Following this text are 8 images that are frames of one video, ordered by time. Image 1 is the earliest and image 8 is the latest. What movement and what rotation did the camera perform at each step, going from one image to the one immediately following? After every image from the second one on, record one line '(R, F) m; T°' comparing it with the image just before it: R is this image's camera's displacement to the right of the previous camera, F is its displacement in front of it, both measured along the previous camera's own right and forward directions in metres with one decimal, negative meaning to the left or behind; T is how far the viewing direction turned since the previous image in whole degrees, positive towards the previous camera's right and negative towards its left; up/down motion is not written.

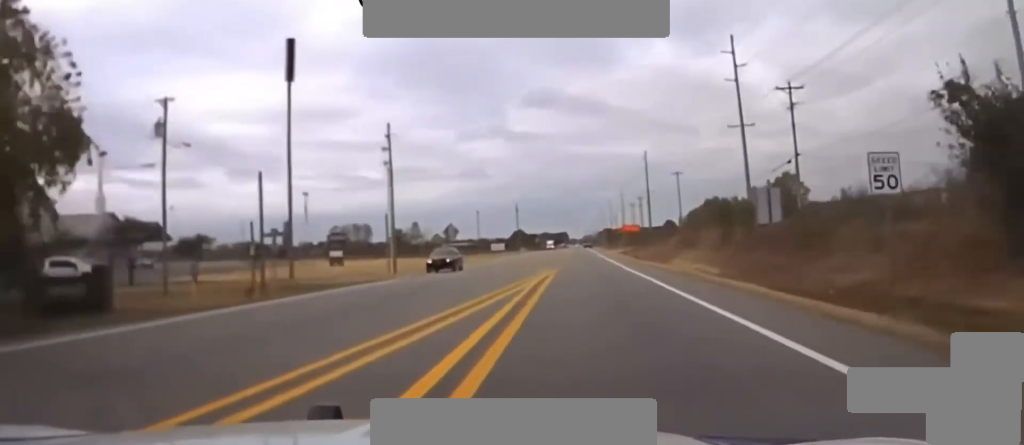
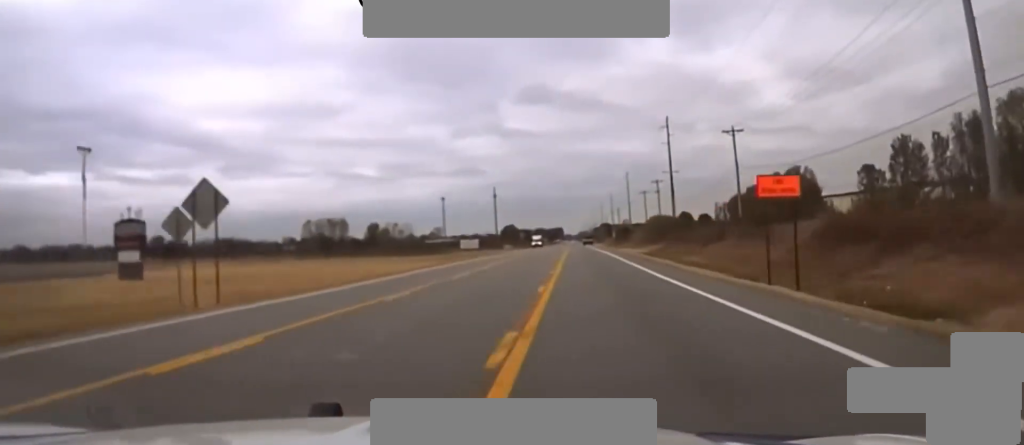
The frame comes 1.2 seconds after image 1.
(+0.5, +57.9) m; 0°
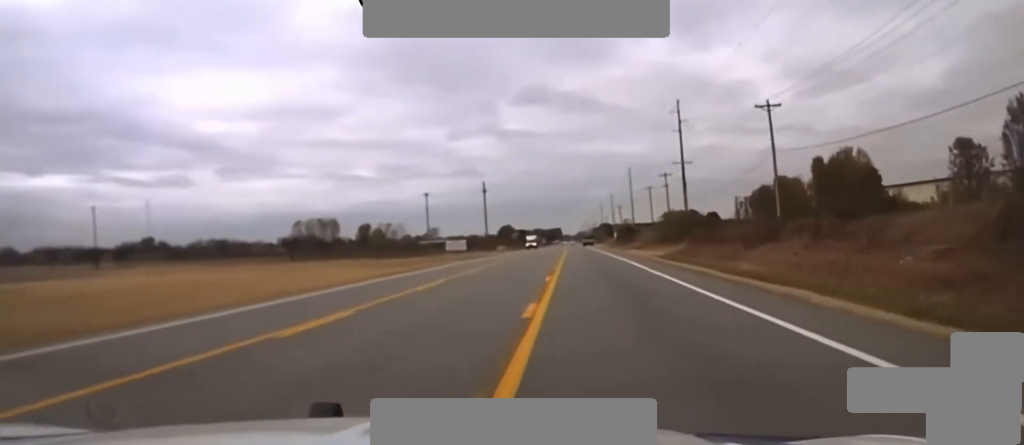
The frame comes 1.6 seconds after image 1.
(+0.1, +19.5) m; 0°
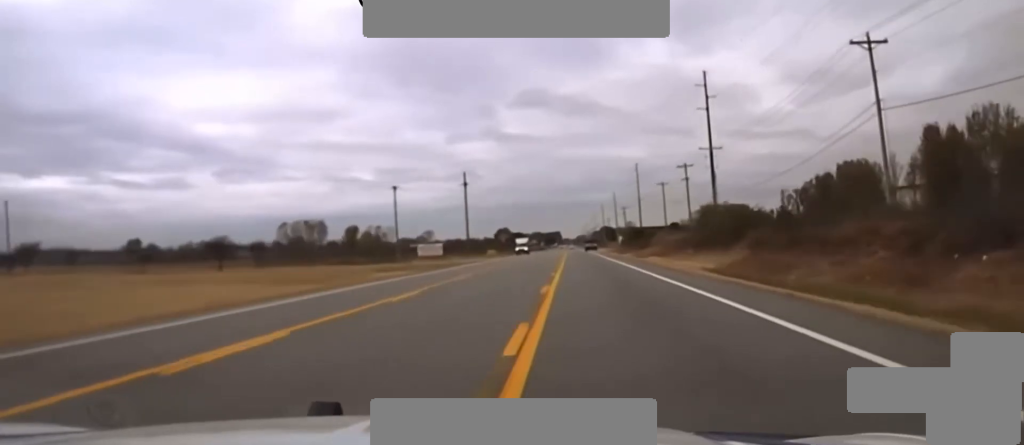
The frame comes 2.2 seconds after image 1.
(-0.3, +31.1) m; 0°
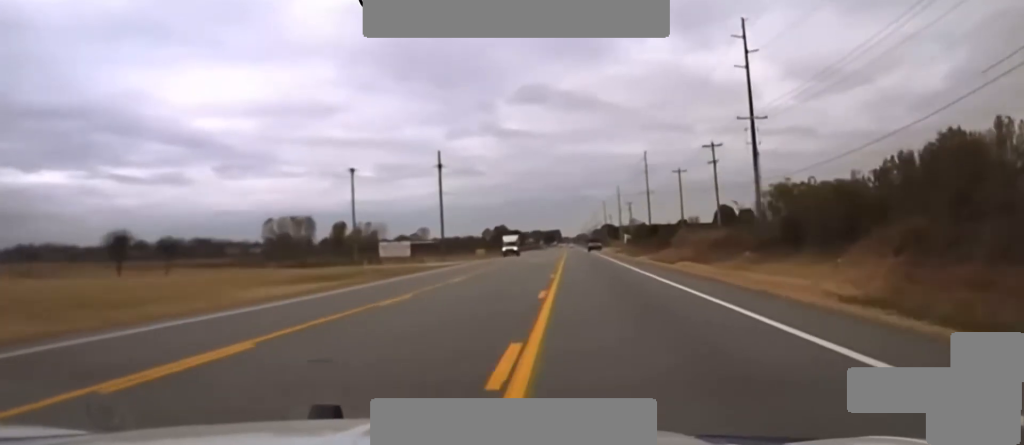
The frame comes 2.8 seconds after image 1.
(-0.1, +28.5) m; 0°
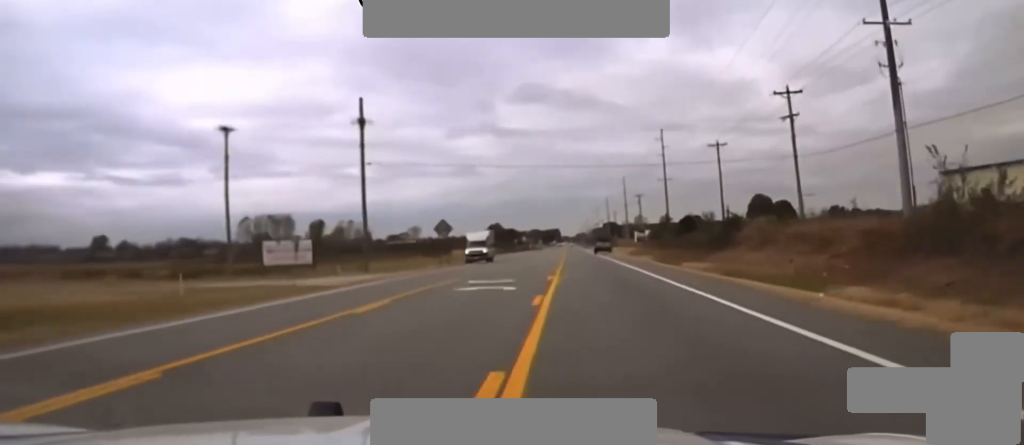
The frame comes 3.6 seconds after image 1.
(+0.2, +45.4) m; 0°
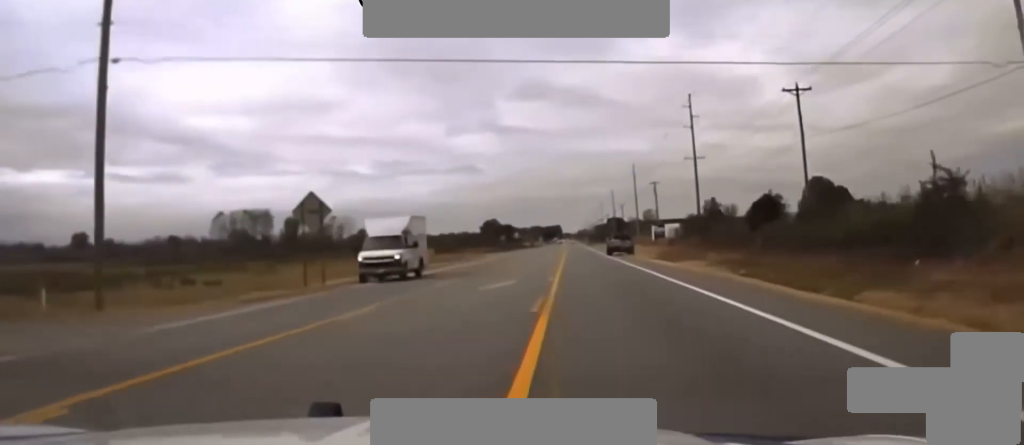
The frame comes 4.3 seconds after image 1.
(-0.1, +39.5) m; 0°
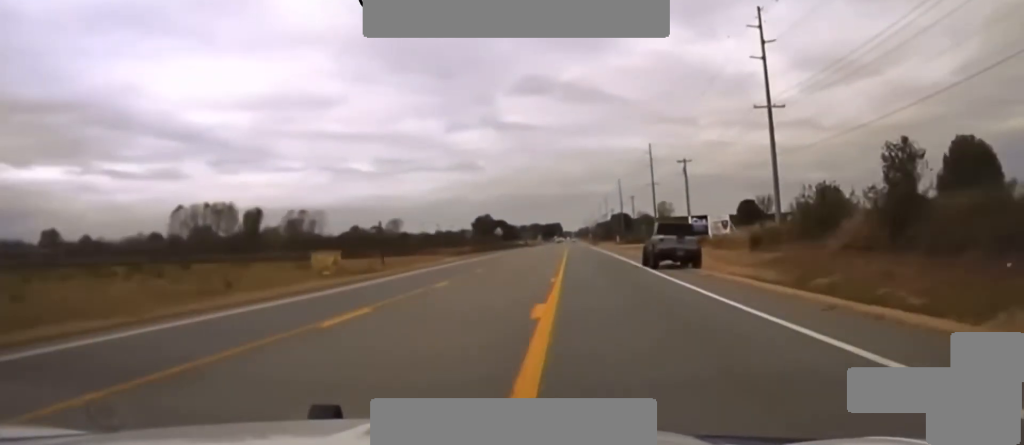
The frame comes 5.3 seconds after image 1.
(0.0, +45.0) m; 0°
